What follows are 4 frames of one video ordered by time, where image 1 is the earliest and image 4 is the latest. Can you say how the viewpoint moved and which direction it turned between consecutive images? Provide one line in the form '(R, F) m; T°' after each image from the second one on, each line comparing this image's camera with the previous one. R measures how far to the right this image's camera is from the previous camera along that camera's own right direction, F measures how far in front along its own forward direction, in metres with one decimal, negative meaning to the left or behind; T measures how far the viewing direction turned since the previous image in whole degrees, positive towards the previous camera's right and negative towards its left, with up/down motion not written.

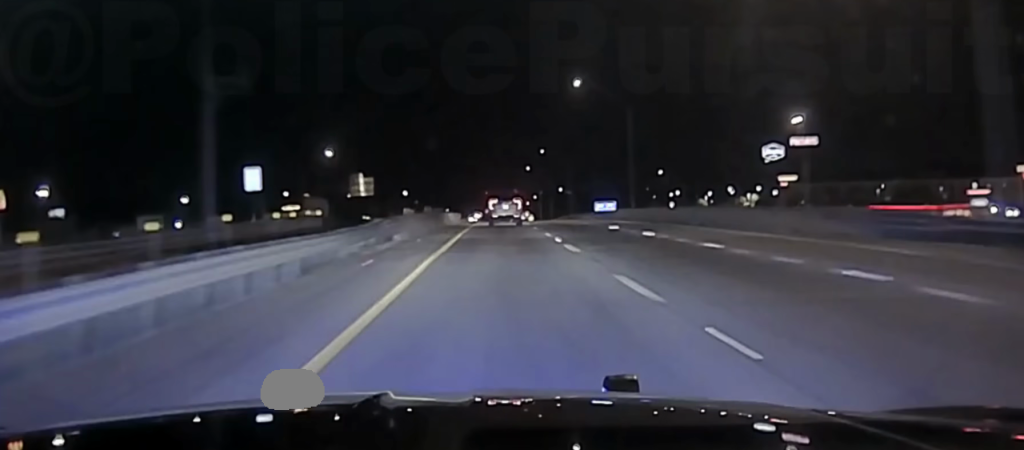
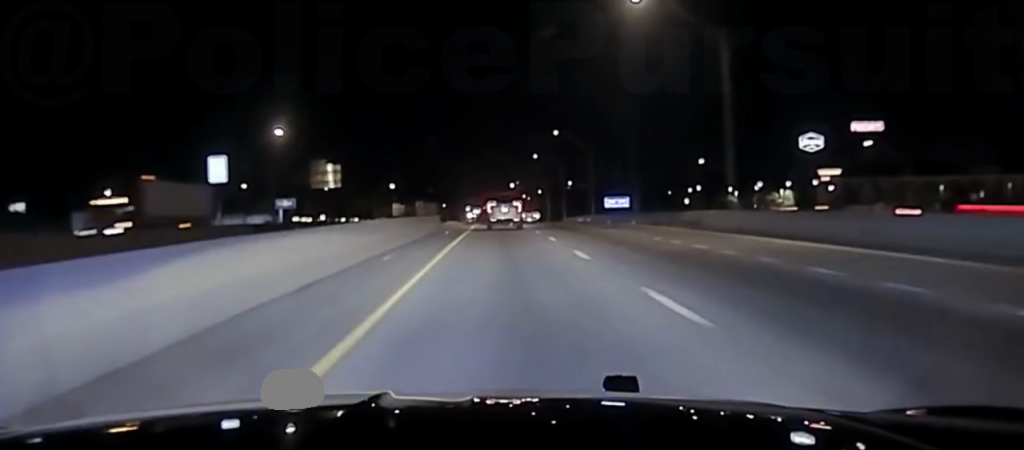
(+0.1, +38.8) m; -1°
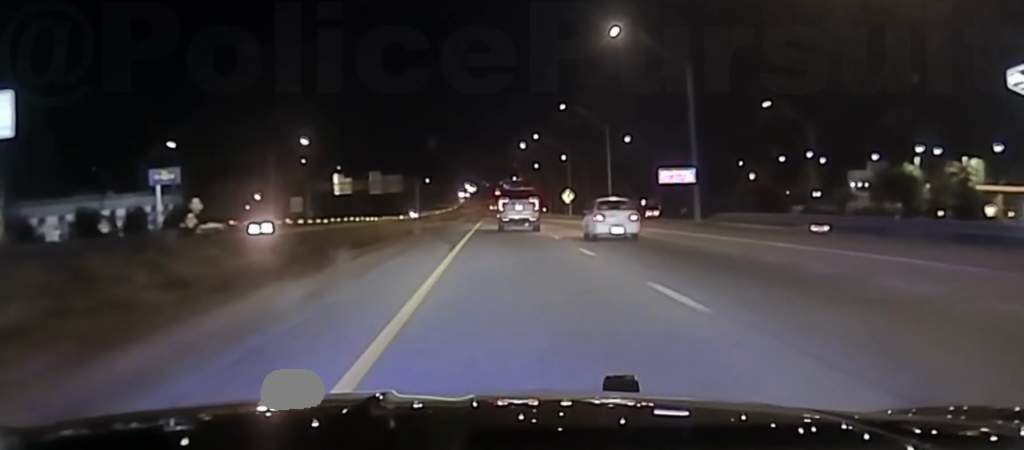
(0.0, +119.8) m; 0°
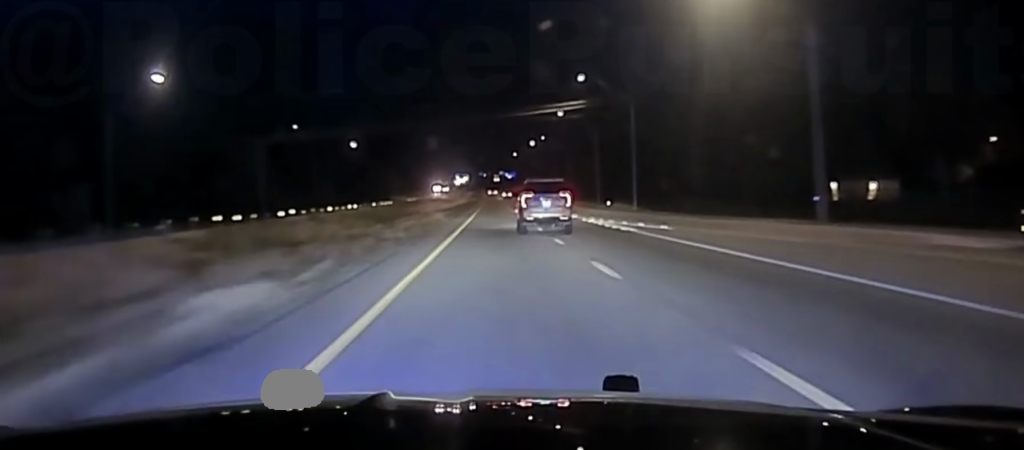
(-1.4, +218.3) m; 0°
